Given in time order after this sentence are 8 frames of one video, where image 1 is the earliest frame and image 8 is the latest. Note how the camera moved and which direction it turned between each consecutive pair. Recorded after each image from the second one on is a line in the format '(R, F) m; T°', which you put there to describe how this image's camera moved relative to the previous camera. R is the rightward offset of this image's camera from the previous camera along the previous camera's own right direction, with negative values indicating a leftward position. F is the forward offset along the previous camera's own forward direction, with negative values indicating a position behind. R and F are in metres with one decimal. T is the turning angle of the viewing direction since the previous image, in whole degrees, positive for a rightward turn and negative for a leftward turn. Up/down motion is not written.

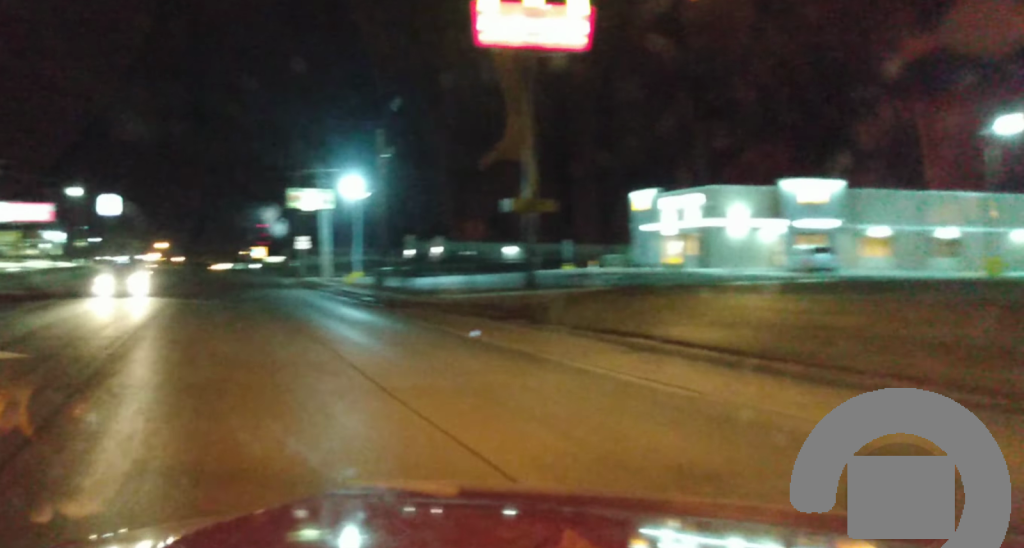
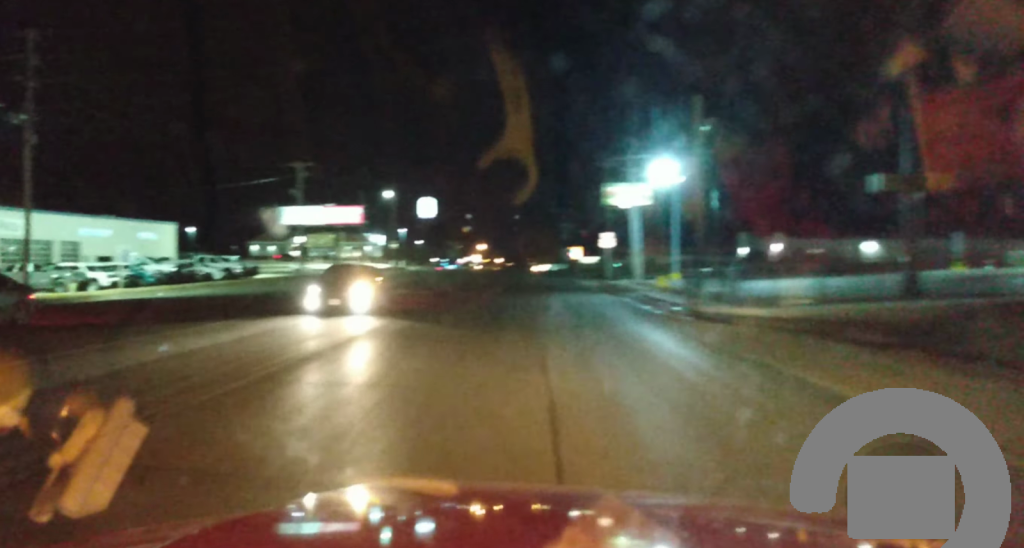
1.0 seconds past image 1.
(-0.3, +8.4) m; -13°
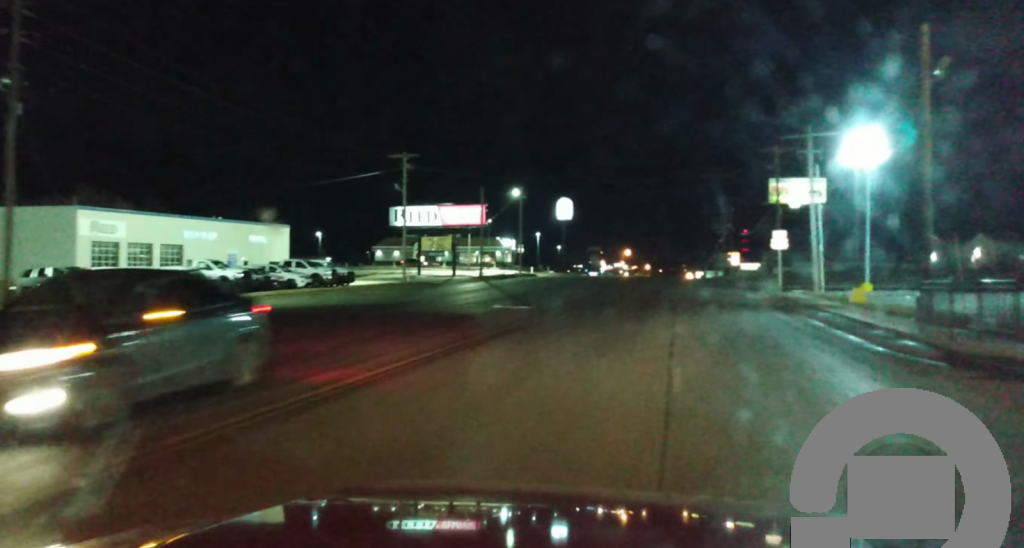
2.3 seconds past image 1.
(-2.5, +11.2) m; -18°
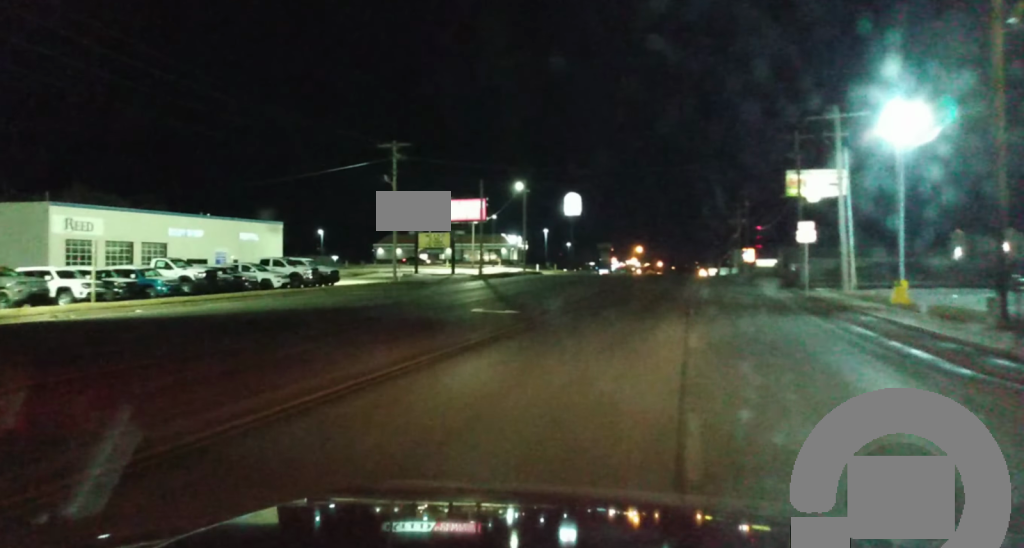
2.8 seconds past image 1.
(-0.3, +5.3) m; -3°
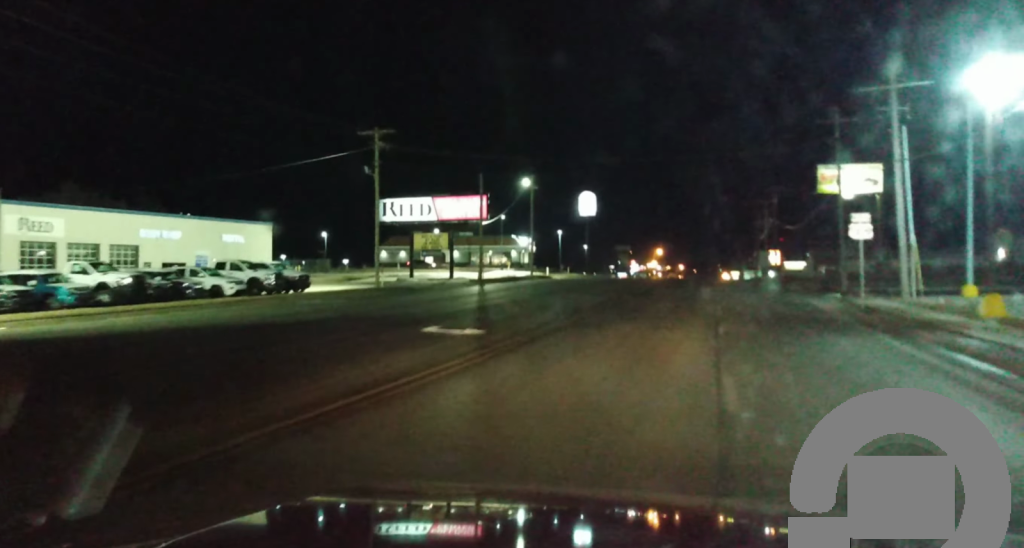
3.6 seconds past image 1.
(-0.2, +8.0) m; -2°
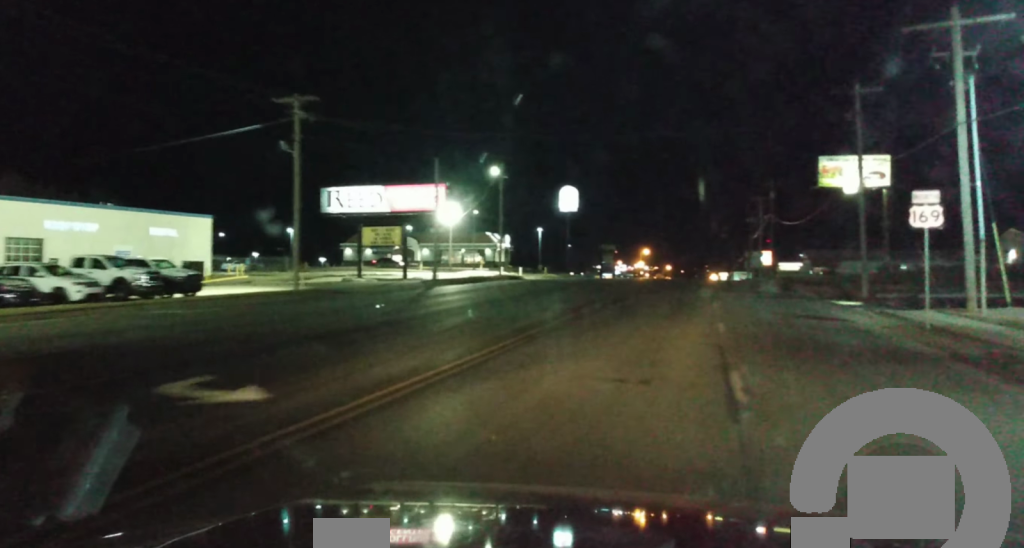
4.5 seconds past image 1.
(-0.1, +11.1) m; 0°
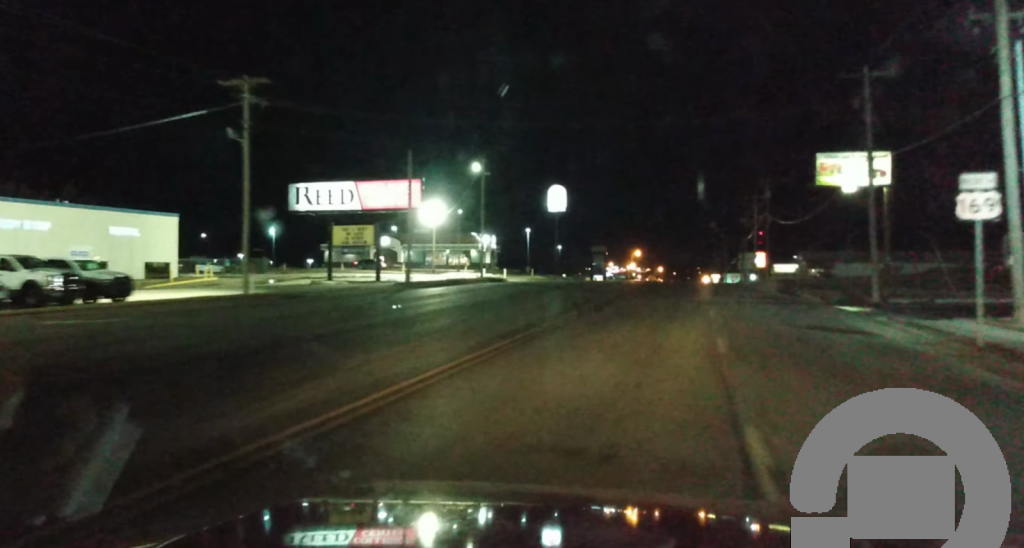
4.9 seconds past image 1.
(0.0, +5.2) m; +1°
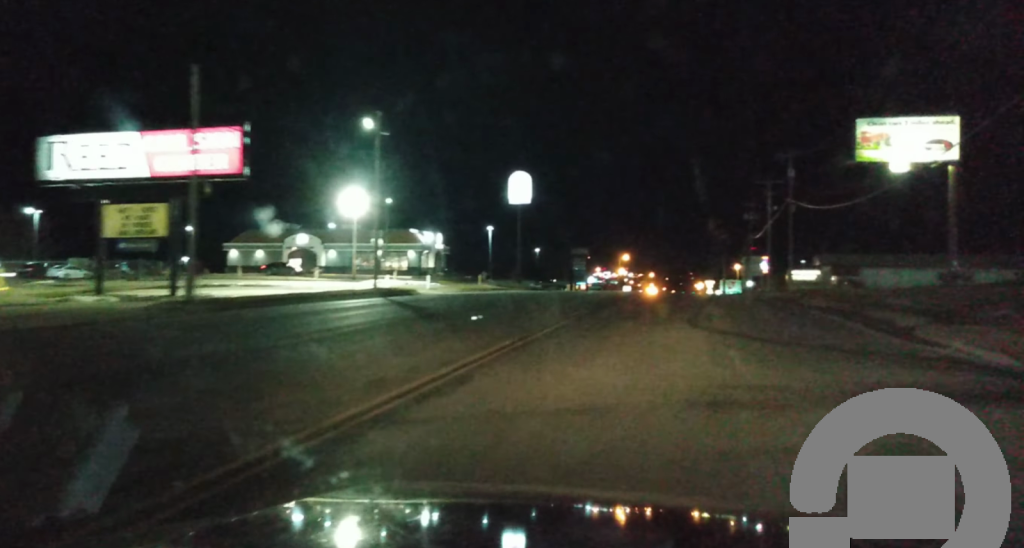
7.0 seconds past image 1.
(+0.8, +27.3) m; +2°
